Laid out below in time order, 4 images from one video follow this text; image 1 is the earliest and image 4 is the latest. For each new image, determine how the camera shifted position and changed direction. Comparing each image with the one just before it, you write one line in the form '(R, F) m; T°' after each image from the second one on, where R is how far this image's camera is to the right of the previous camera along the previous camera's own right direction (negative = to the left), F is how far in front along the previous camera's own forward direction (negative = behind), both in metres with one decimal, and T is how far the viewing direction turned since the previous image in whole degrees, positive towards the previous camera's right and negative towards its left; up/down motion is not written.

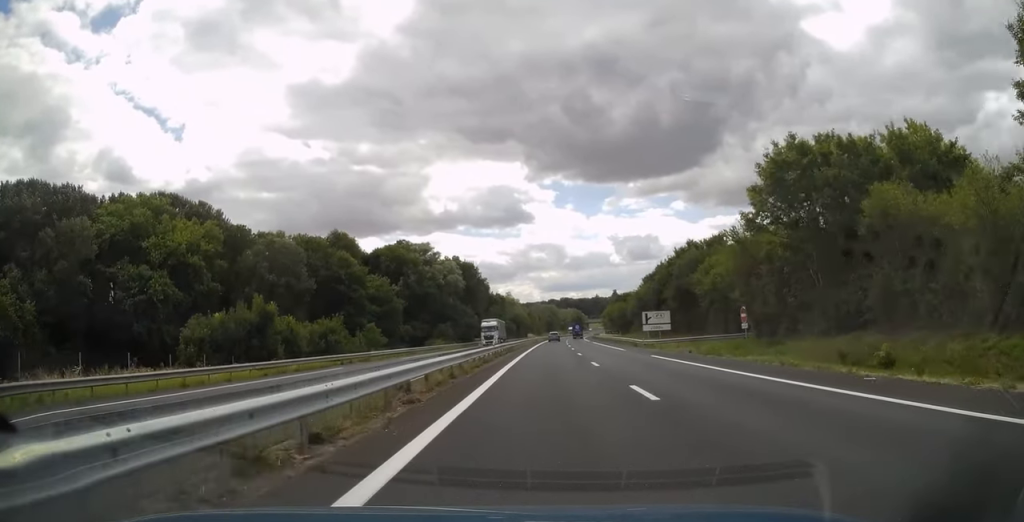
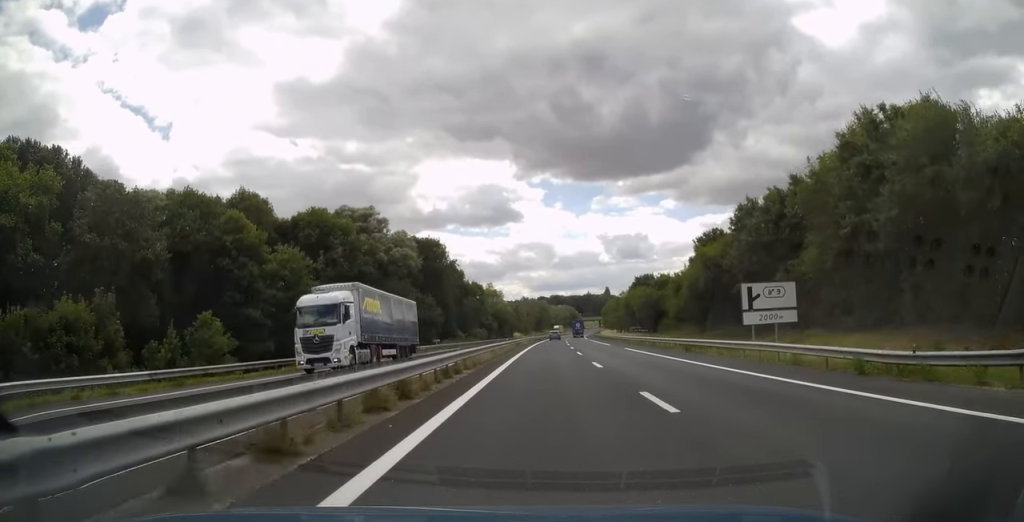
(+1.2, +40.3) m; +2°
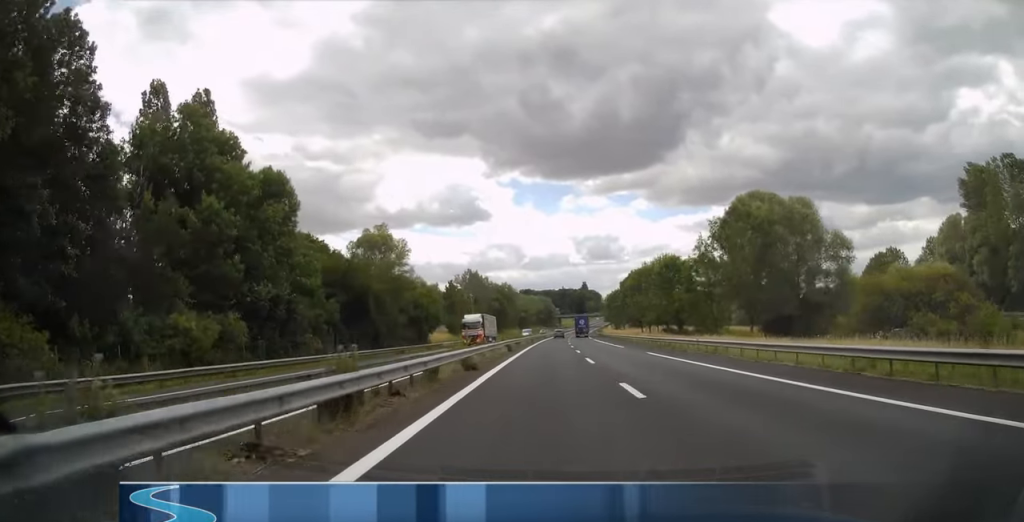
(+0.5, +111.6) m; 0°
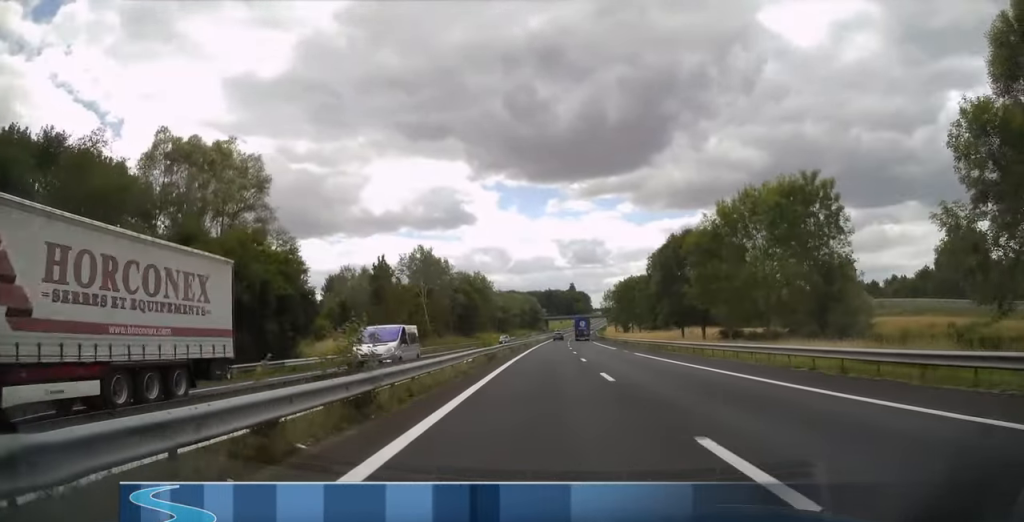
(0.0, +45.4) m; 0°
